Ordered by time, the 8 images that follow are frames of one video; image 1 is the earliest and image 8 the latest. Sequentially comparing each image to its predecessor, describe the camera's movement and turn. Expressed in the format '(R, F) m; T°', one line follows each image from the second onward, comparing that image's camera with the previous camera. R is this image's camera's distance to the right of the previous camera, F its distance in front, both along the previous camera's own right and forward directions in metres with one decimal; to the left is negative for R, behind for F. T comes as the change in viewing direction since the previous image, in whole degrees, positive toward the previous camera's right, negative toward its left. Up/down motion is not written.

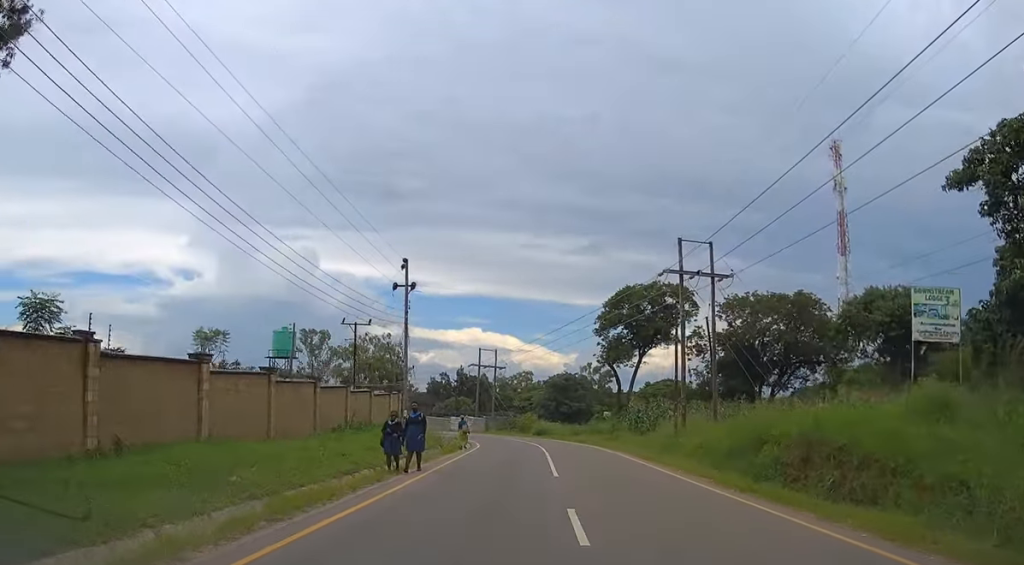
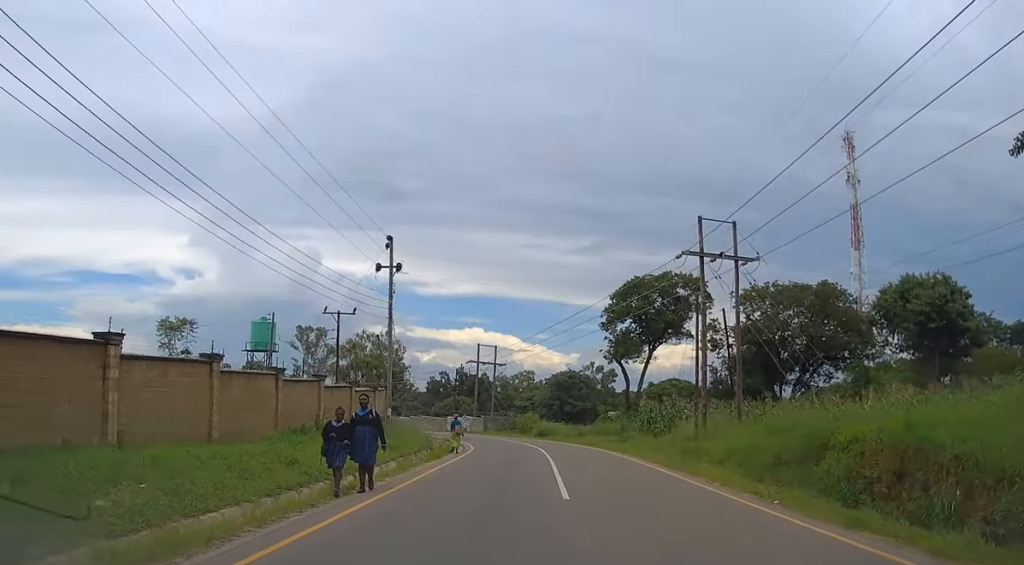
(0.0, +4.7) m; 0°
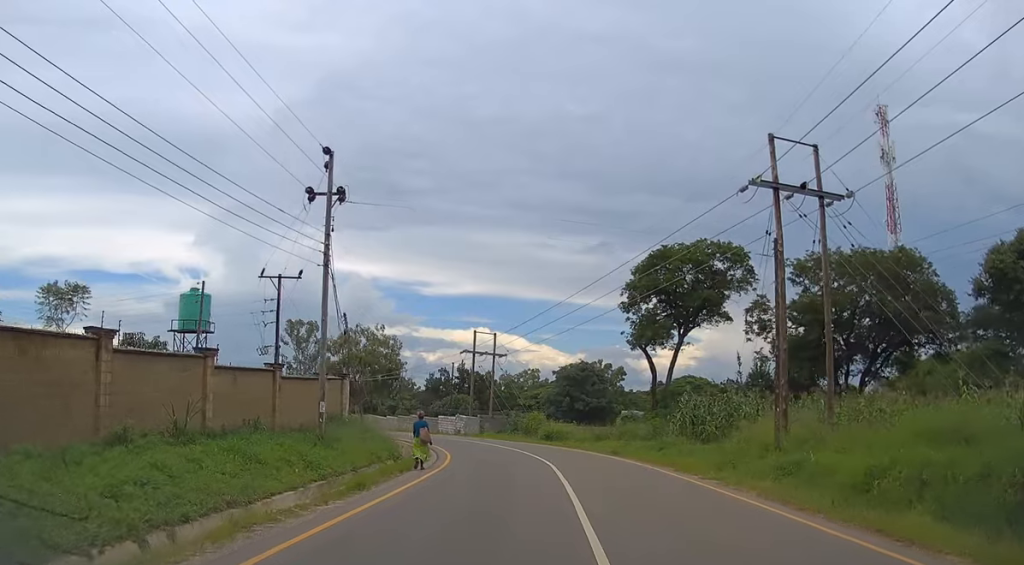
(0.0, +11.3) m; 0°
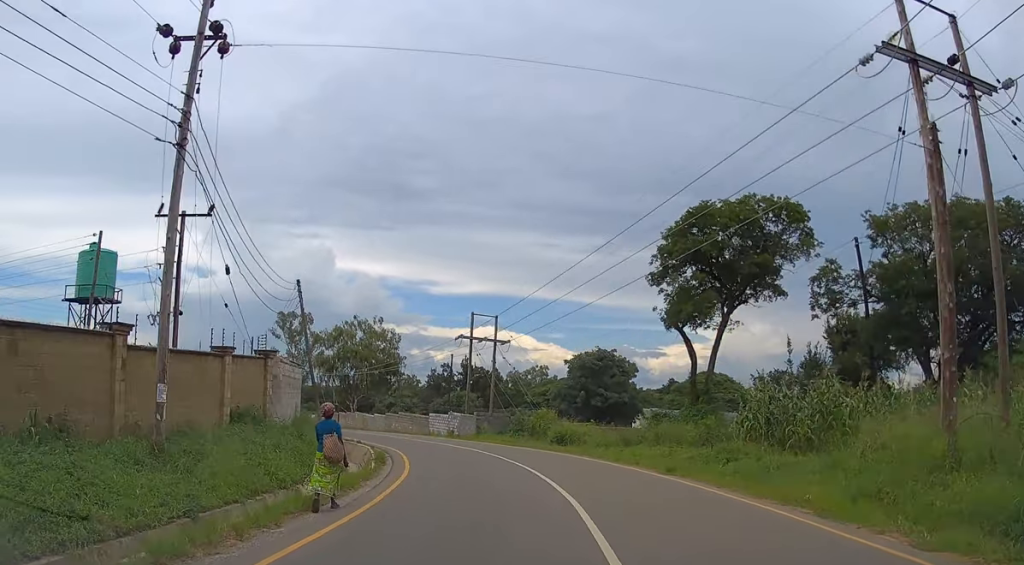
(-0.1, +10.6) m; -1°
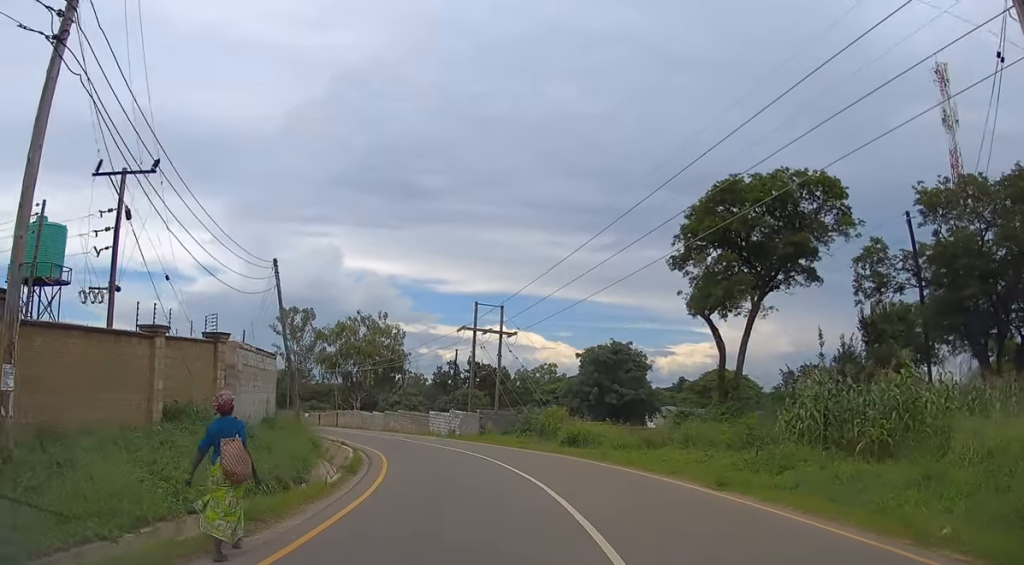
(0.0, +4.5) m; -1°
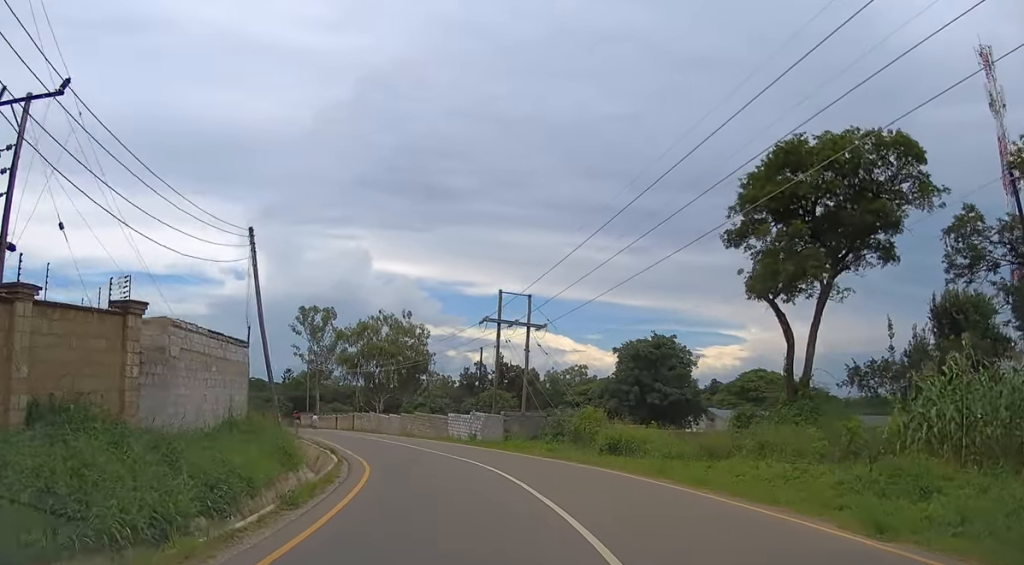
(-0.1, +5.9) m; -2°
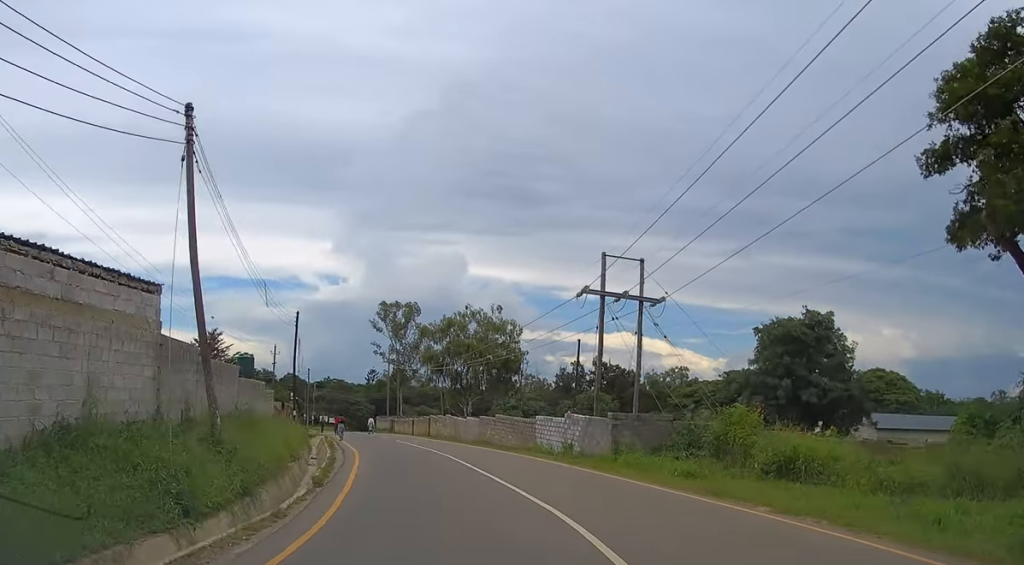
(-0.4, +11.3) m; -6°
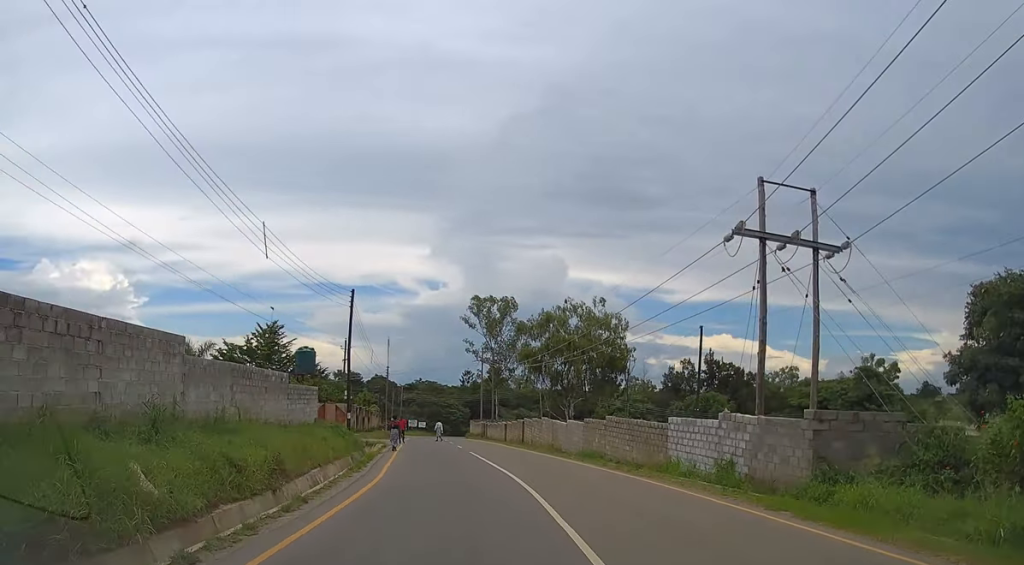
(-0.8, +11.0) m; -9°
